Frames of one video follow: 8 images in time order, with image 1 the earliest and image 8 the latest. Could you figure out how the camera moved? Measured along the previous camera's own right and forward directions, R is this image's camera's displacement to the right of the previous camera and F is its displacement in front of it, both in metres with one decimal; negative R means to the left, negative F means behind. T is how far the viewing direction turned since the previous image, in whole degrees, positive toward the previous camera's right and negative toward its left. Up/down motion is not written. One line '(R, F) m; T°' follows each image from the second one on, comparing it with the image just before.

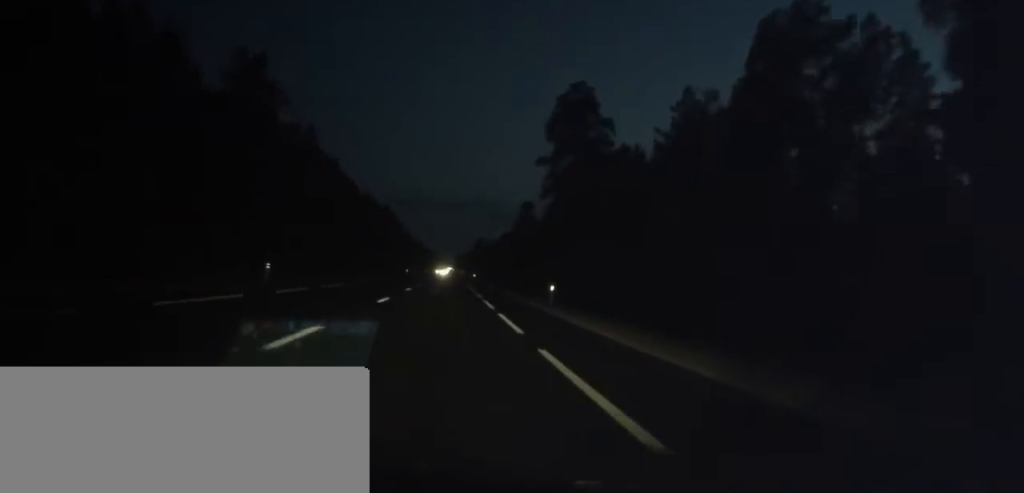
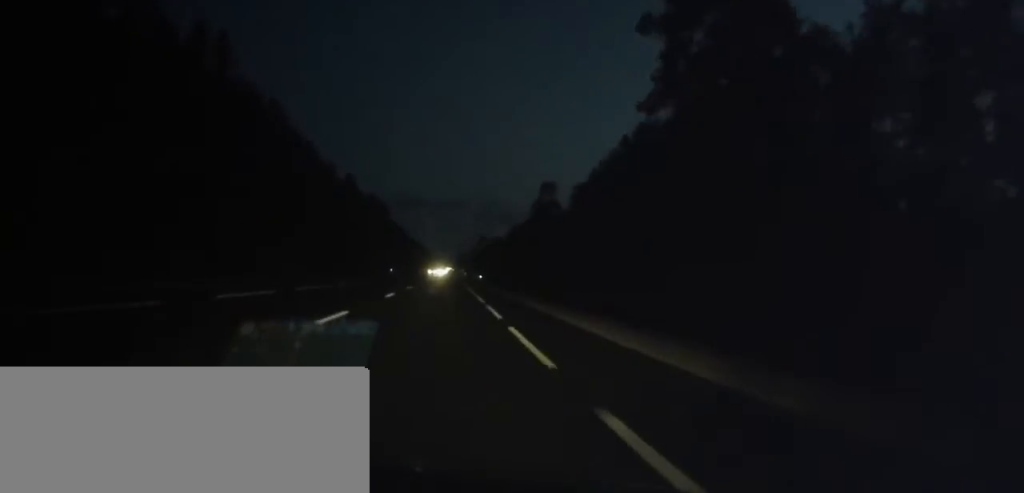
(-0.1, +31.7) m; -1°
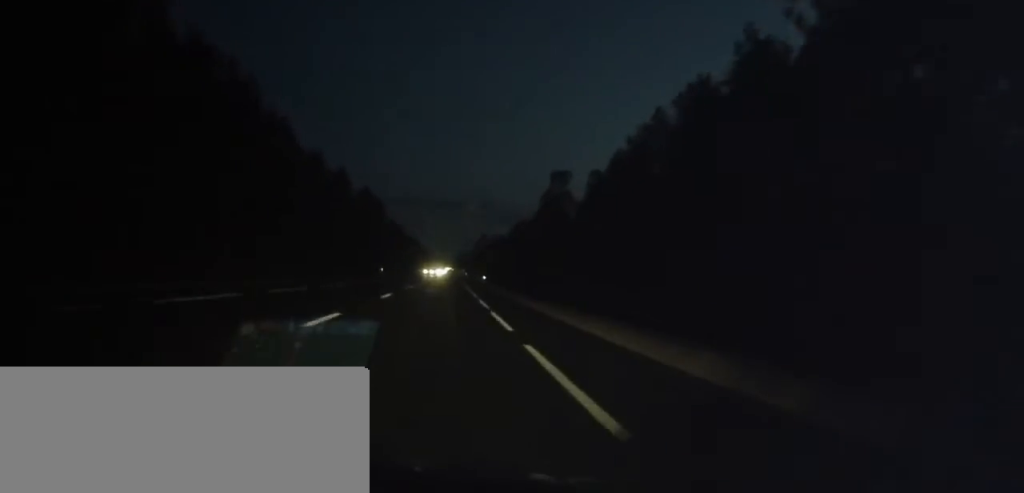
(-0.2, +12.5) m; 0°
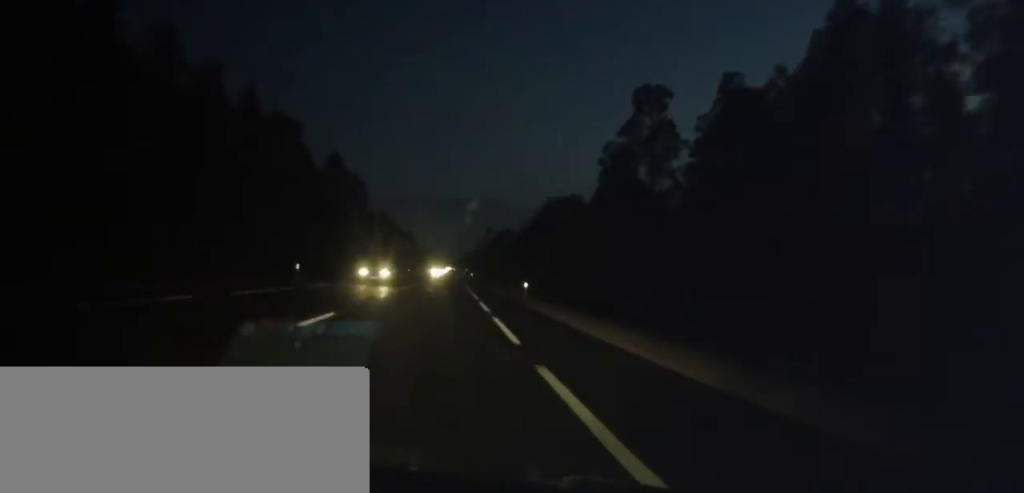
(+0.3, +47.4) m; 0°
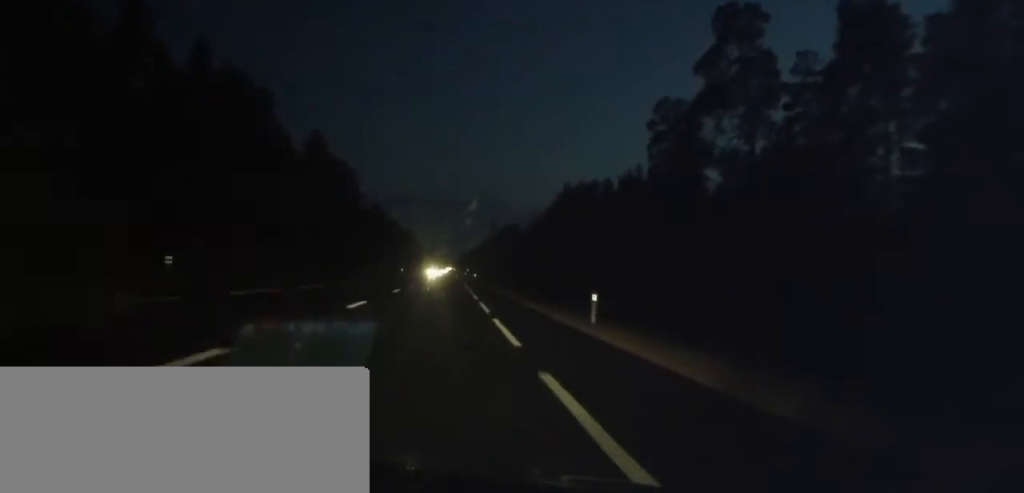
(0.0, +18.5) m; 0°
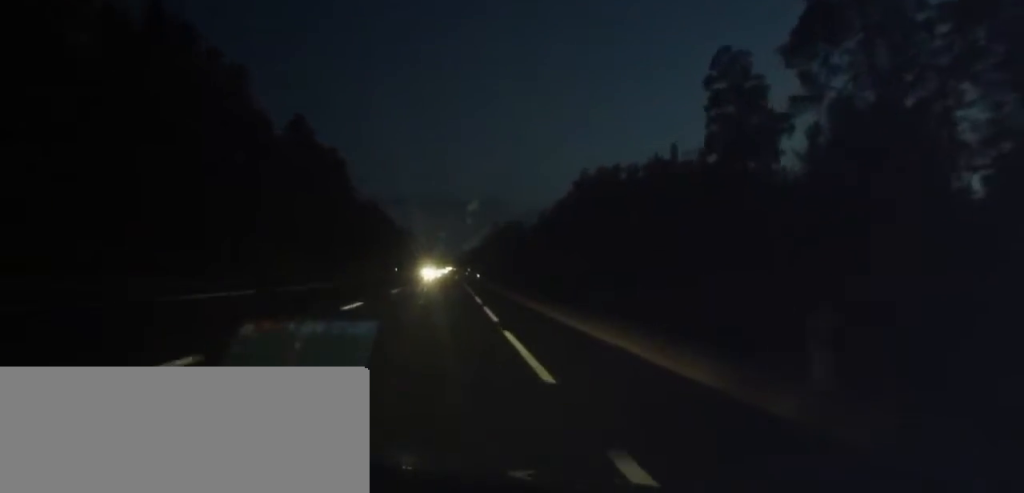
(0.0, +12.7) m; 0°
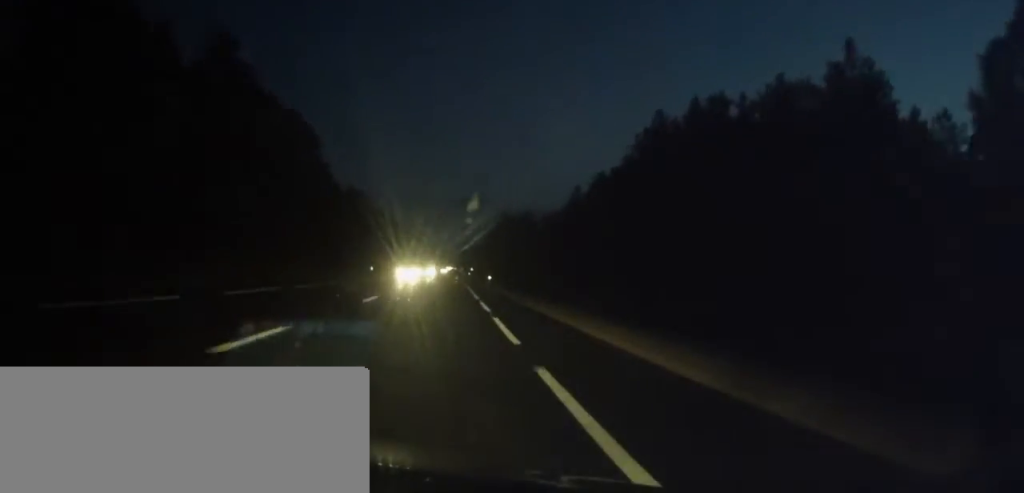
(0.0, +32.1) m; 0°
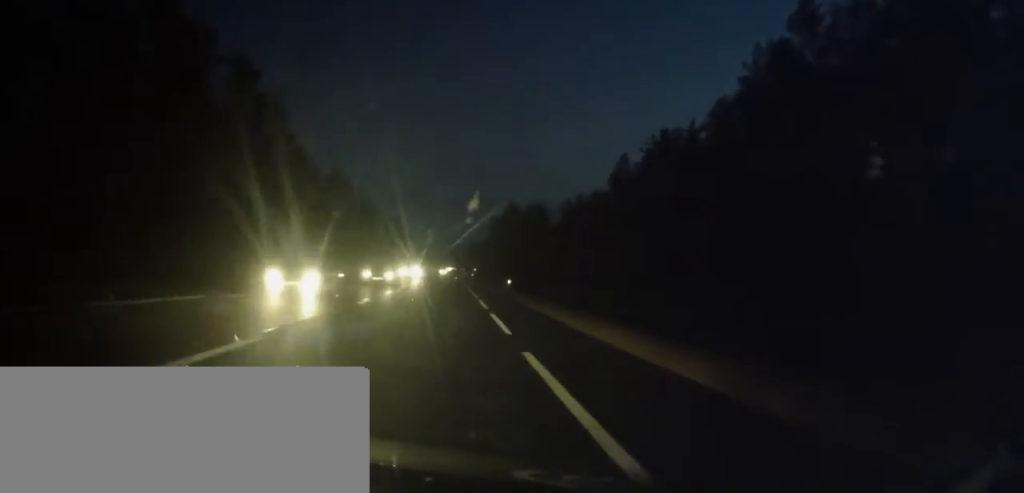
(-0.2, +25.3) m; 0°
